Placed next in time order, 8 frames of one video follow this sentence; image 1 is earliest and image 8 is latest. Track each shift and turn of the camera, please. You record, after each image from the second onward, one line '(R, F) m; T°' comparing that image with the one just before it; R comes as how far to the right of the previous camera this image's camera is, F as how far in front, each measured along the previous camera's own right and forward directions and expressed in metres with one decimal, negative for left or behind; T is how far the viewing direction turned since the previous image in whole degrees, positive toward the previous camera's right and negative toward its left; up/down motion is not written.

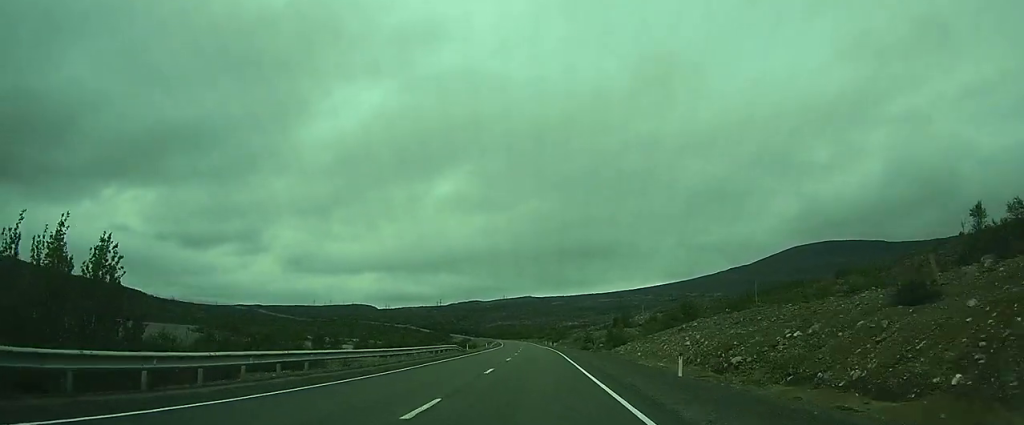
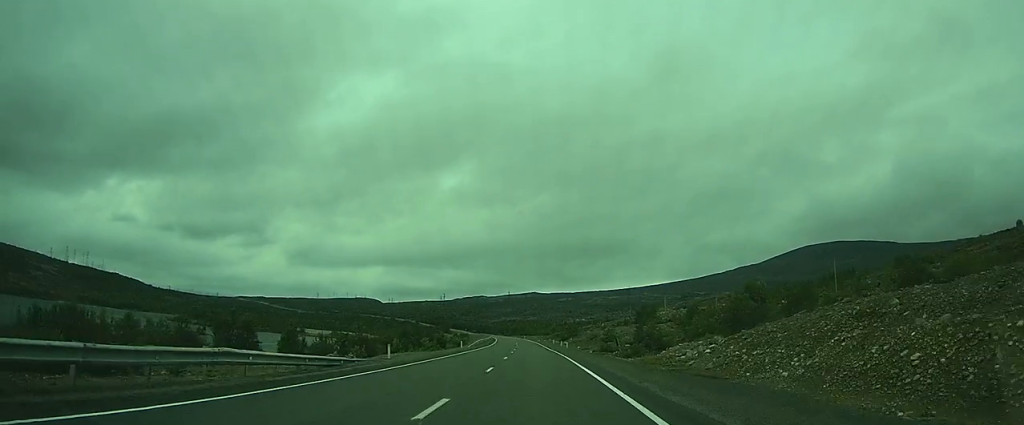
(-0.1, +36.8) m; 0°
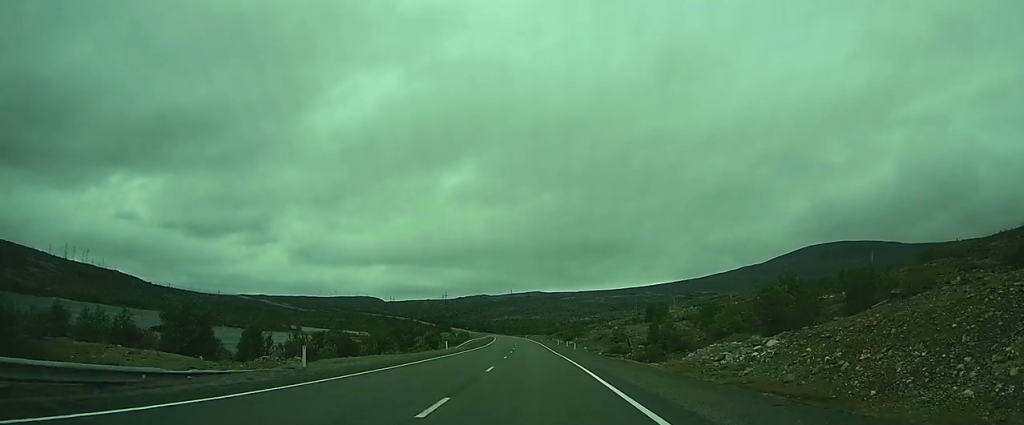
(0.0, +12.0) m; 0°
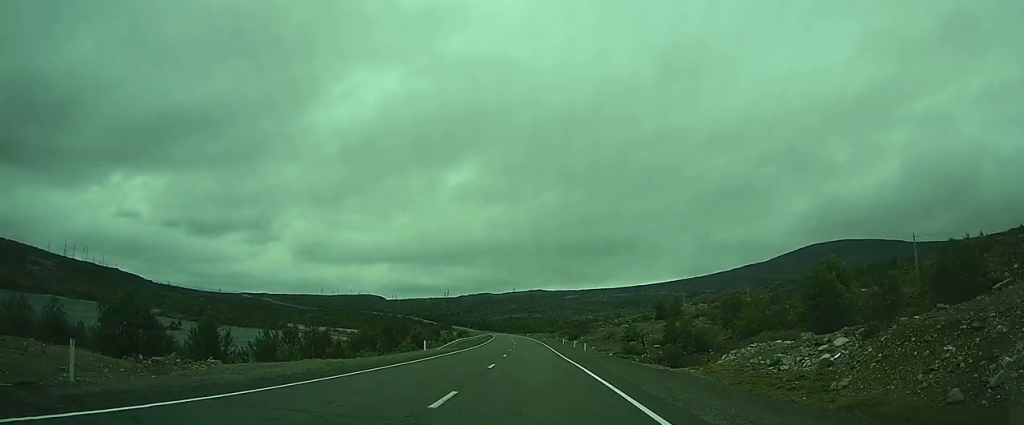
(0.0, +11.1) m; 0°
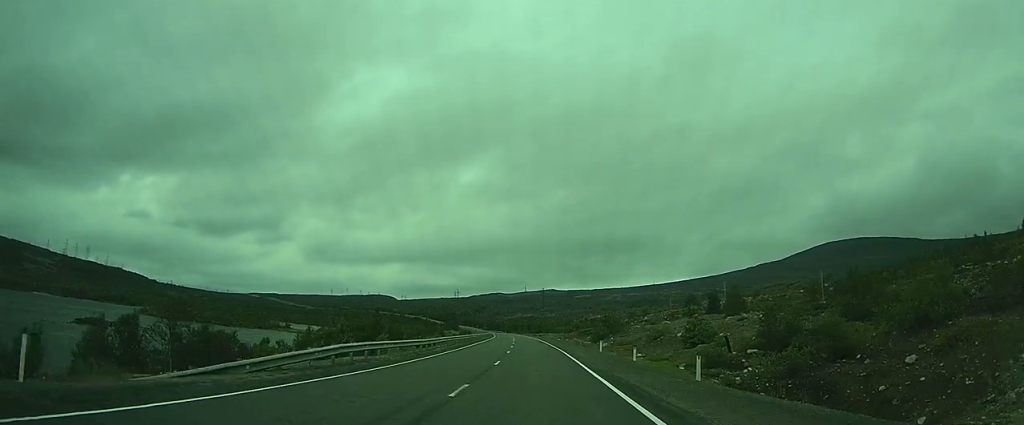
(-0.3, +34.9) m; -1°
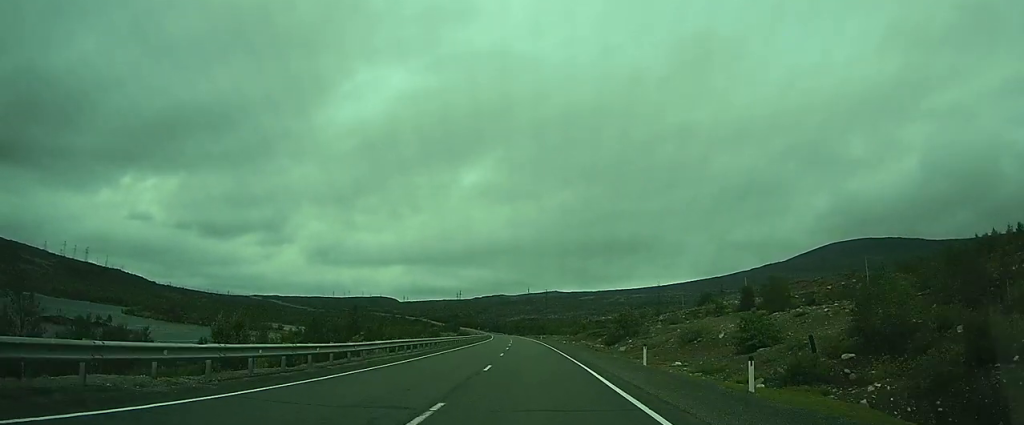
(0.0, +16.0) m; 0°
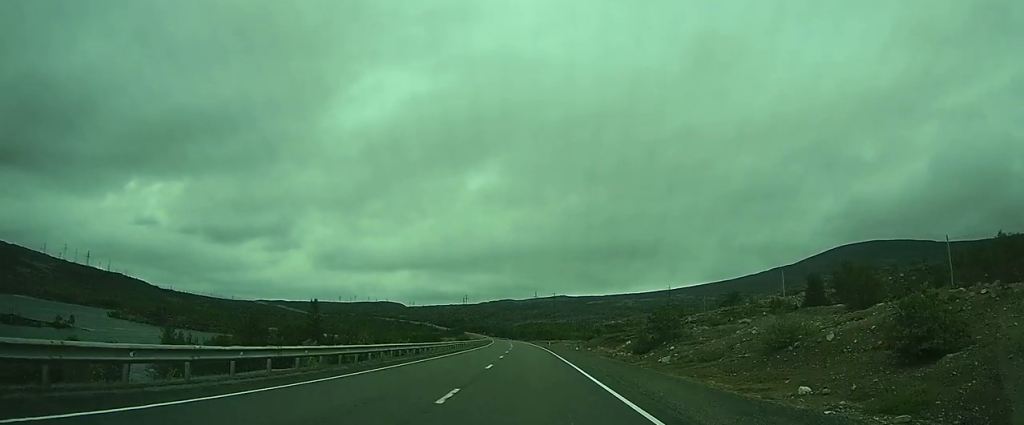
(+0.1, +20.9) m; 0°
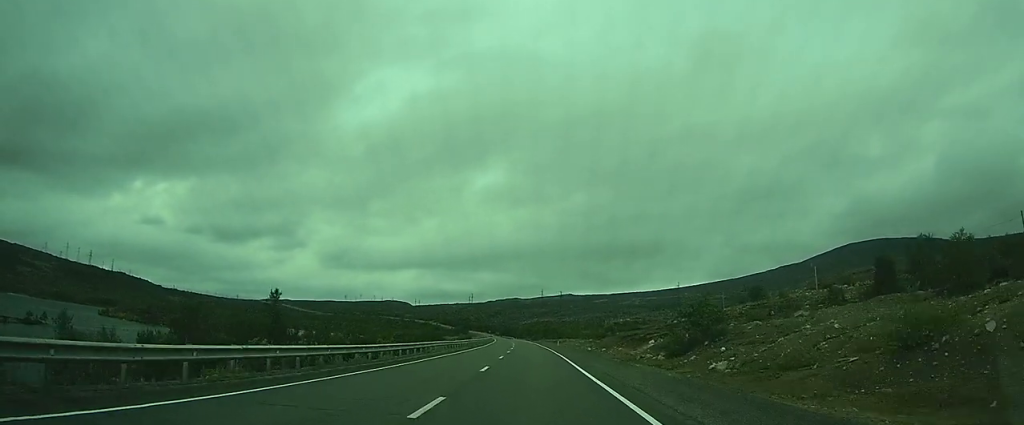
(-0.1, +14.0) m; 0°
